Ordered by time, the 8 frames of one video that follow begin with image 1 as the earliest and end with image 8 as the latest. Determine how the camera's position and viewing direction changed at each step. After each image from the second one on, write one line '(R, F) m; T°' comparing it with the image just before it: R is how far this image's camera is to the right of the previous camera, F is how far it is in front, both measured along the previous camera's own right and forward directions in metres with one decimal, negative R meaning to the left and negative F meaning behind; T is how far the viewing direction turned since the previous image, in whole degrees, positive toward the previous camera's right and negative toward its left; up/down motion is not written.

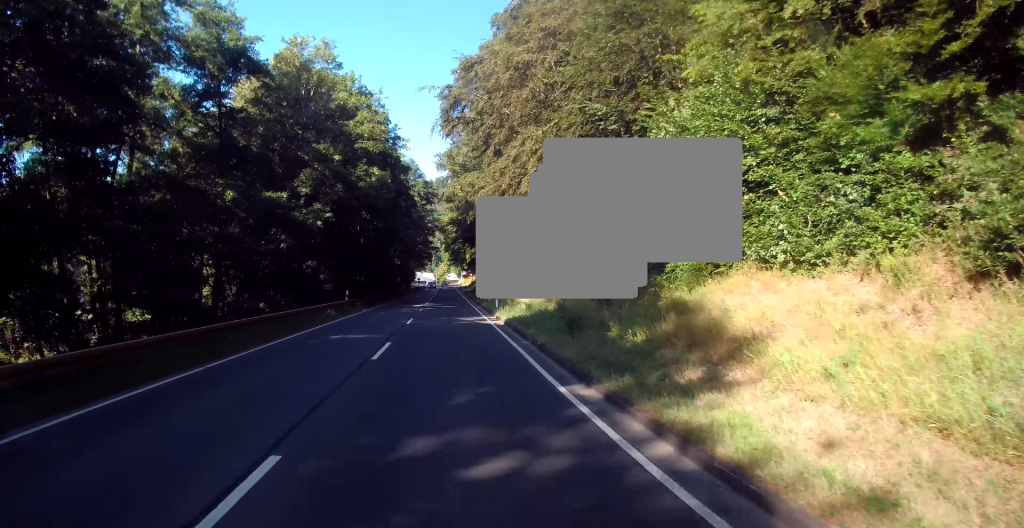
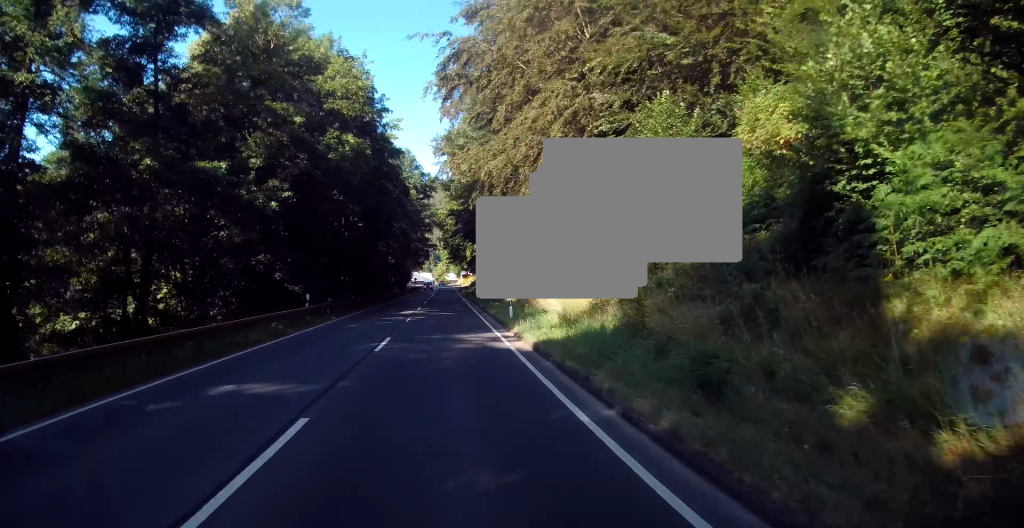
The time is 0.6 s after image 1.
(0.0, +11.0) m; +1°
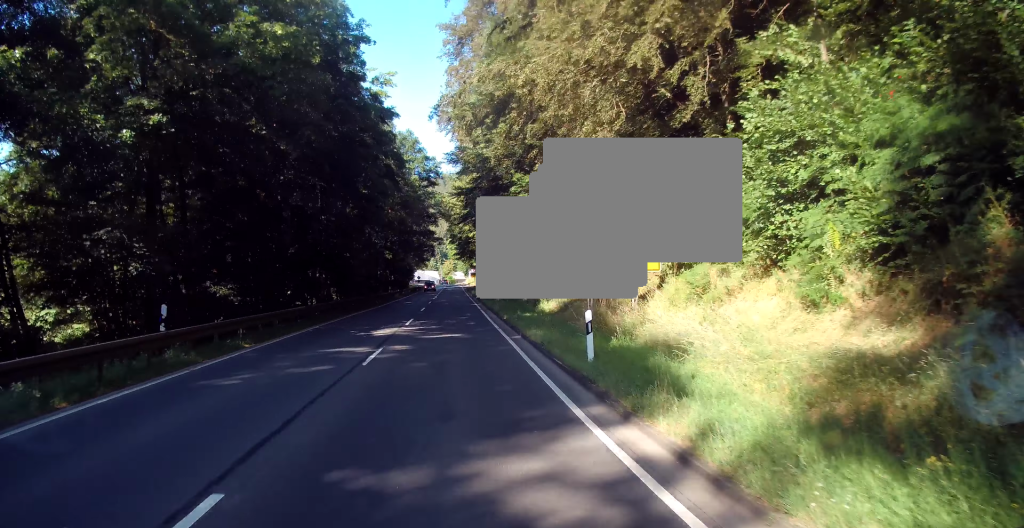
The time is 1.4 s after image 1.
(+0.2, +15.2) m; +1°
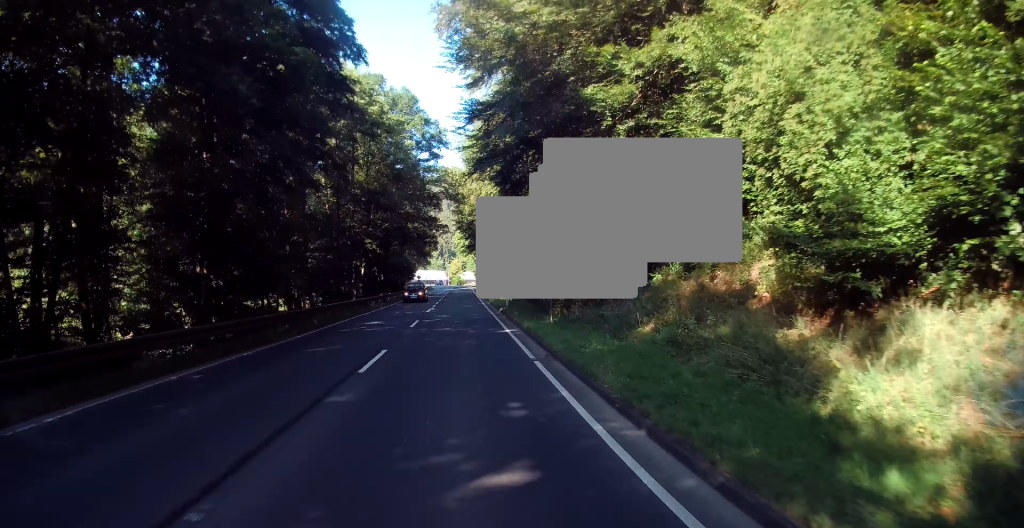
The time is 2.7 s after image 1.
(-0.4, +24.8) m; -2°
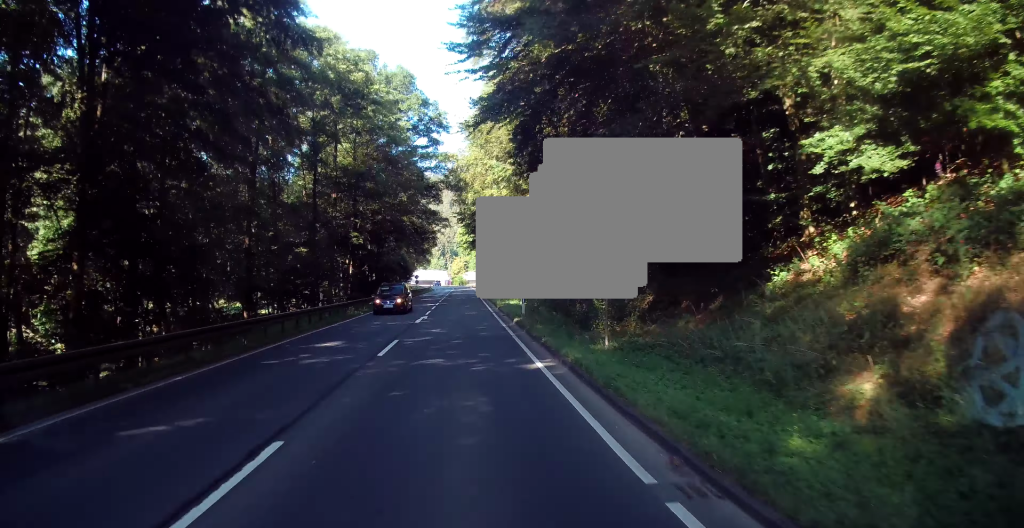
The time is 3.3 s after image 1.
(-0.3, +10.0) m; -1°
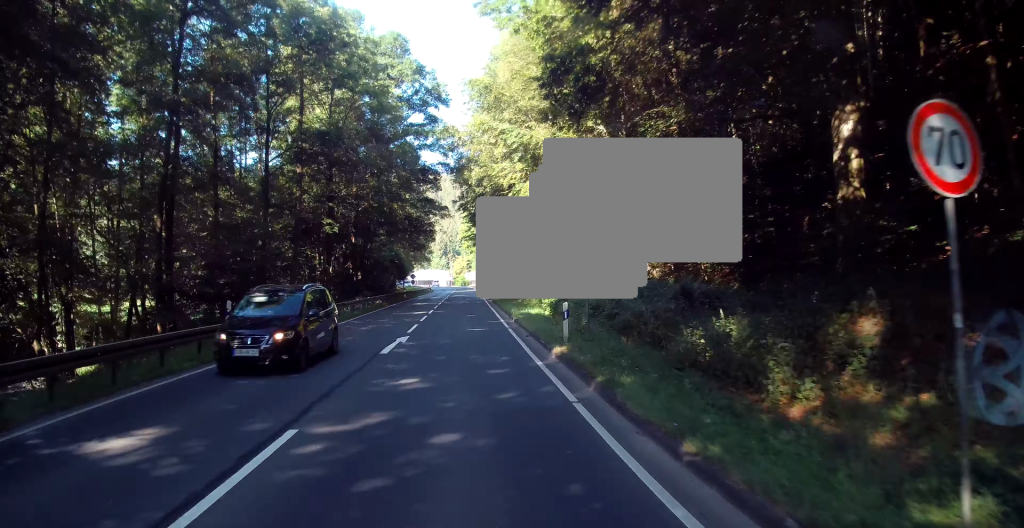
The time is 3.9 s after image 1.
(+0.3, +10.9) m; +1°
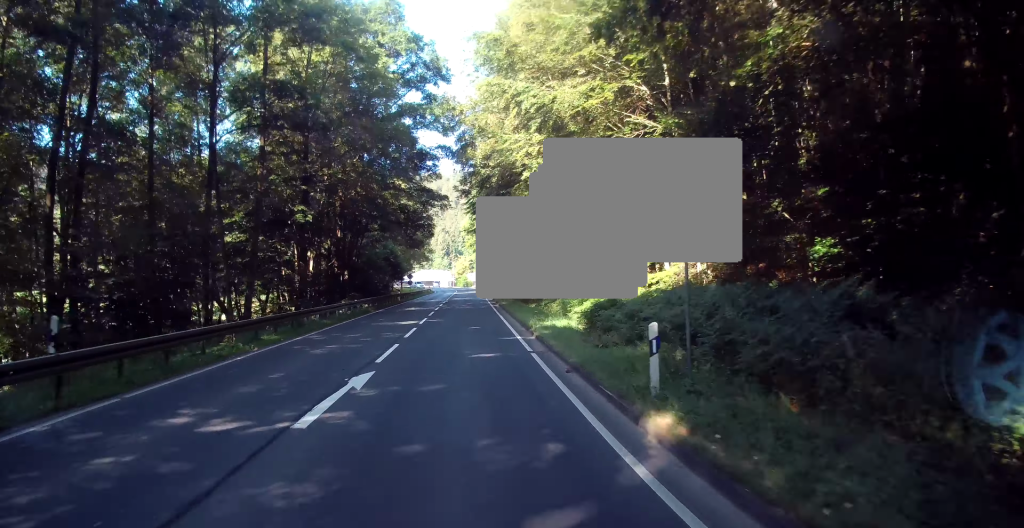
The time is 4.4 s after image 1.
(+0.1, +8.5) m; 0°
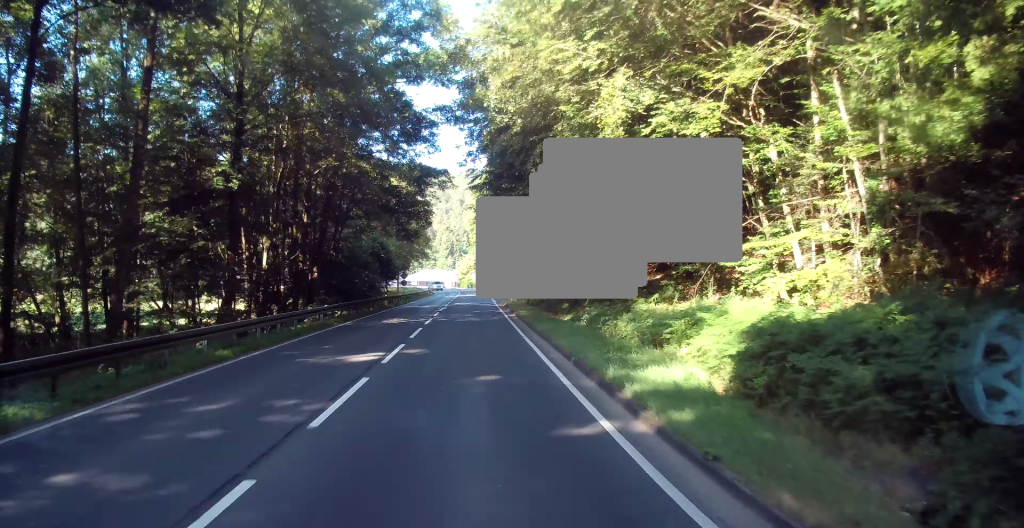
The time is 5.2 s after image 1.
(0.0, +12.9) m; 0°
